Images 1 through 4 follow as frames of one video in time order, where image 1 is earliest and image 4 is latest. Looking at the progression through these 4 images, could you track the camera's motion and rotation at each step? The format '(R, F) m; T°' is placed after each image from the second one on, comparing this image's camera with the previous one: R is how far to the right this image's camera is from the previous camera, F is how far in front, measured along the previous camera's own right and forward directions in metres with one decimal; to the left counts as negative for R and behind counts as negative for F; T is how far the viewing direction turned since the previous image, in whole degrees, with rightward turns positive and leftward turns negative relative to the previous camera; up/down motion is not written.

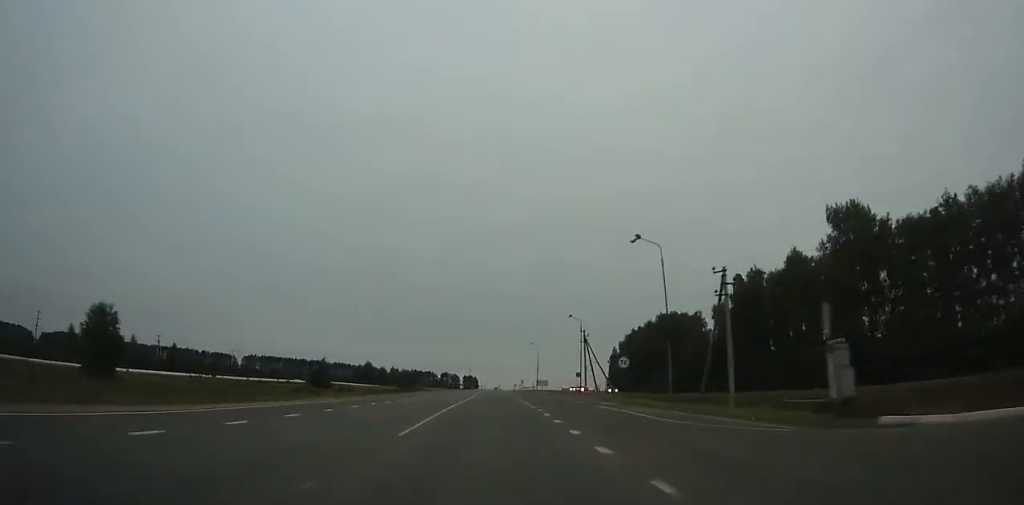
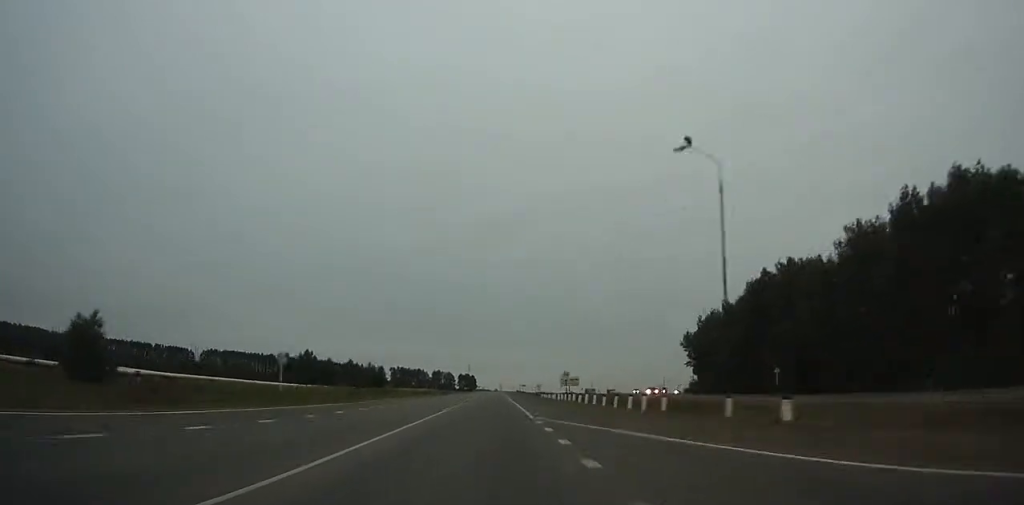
(+0.3, +106.3) m; 0°
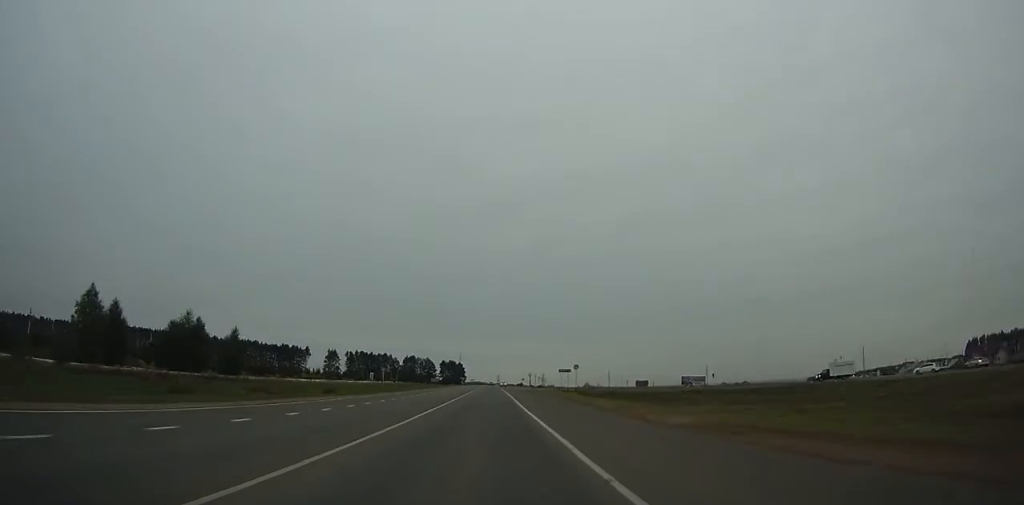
(-0.2, +170.7) m; 0°
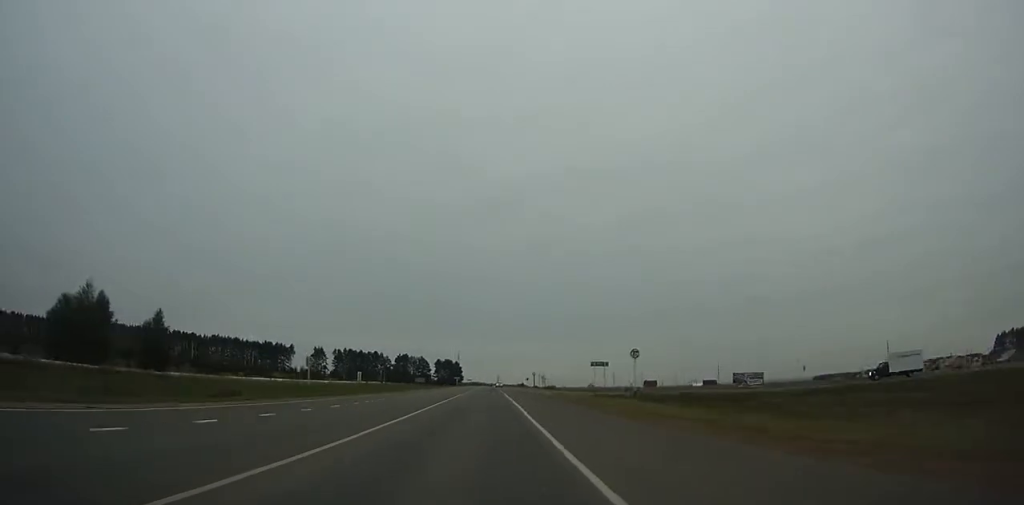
(0.0, +33.1) m; 0°
